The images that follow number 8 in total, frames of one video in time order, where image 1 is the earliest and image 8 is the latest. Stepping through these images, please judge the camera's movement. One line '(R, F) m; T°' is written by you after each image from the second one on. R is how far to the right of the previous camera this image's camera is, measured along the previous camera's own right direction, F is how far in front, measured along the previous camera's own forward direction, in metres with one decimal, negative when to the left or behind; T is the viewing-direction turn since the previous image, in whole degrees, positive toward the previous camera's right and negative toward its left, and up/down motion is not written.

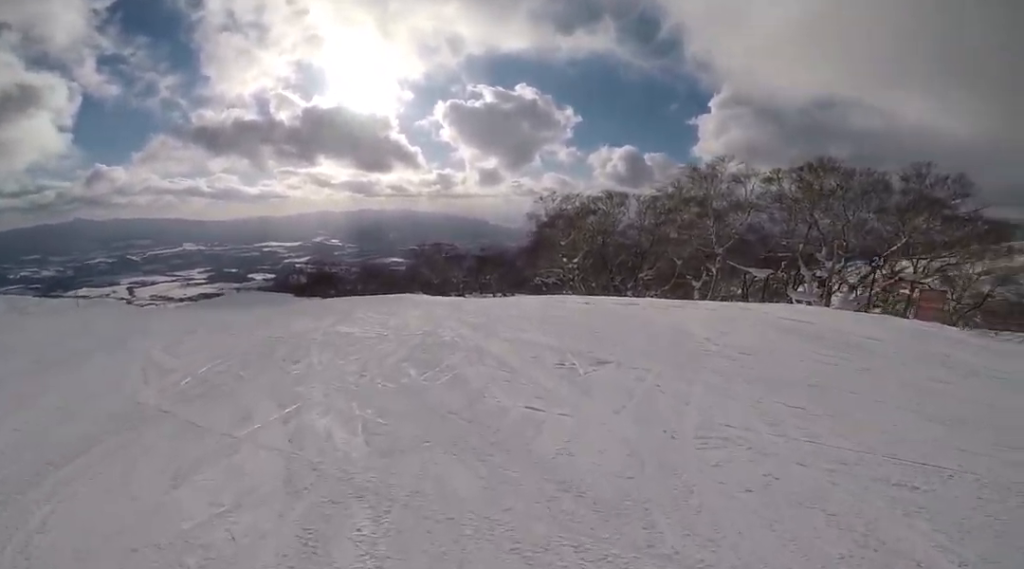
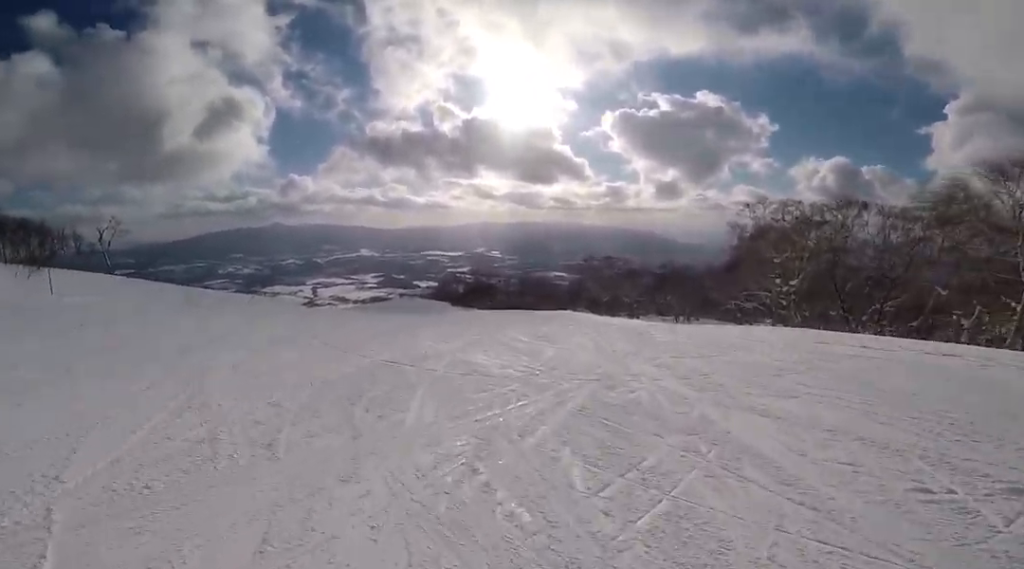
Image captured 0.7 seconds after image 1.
(-0.5, +3.4) m; -11°
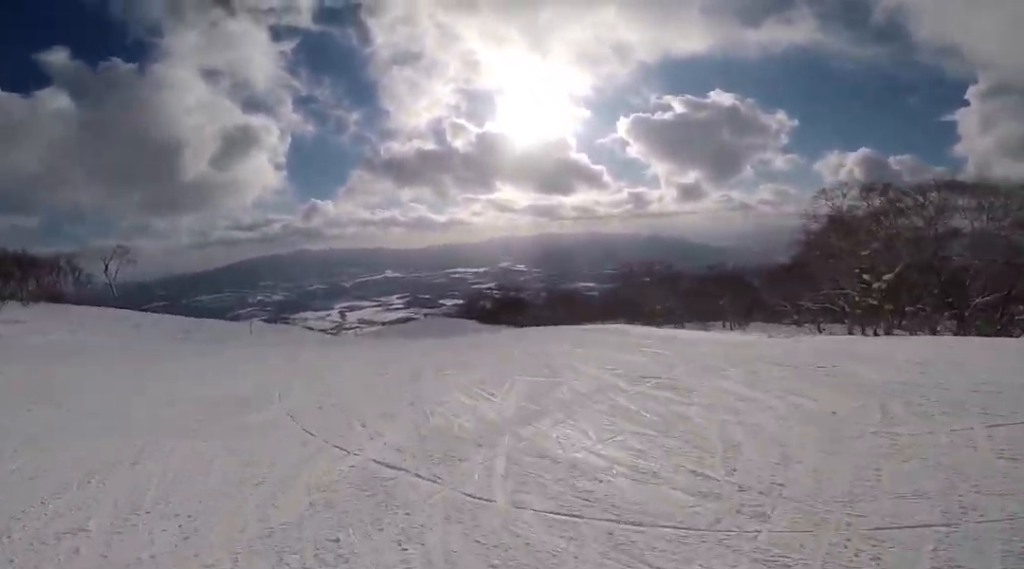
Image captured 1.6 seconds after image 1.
(-0.6, +4.3) m; -11°
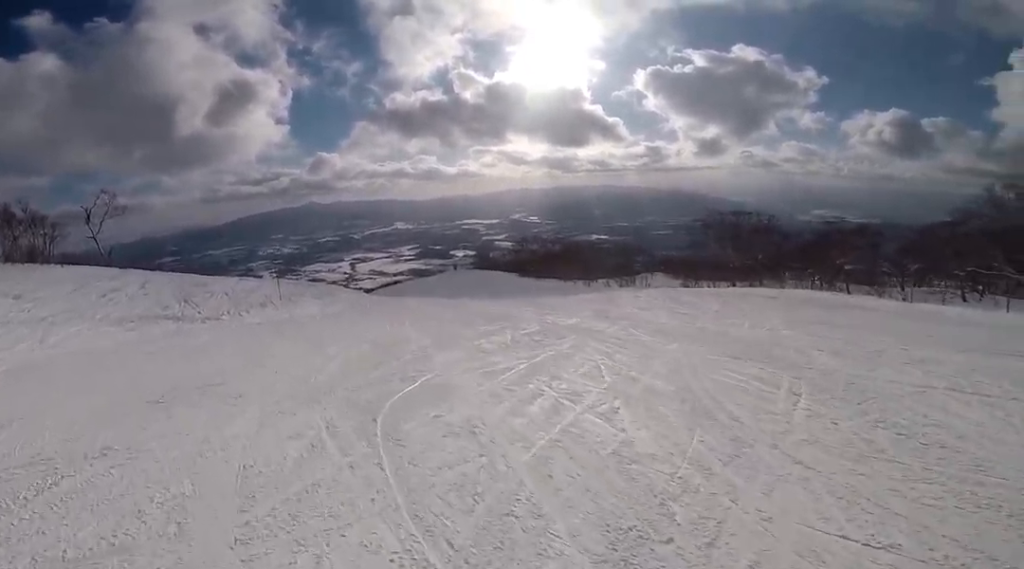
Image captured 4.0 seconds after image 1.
(-3.3, +10.6) m; -1°
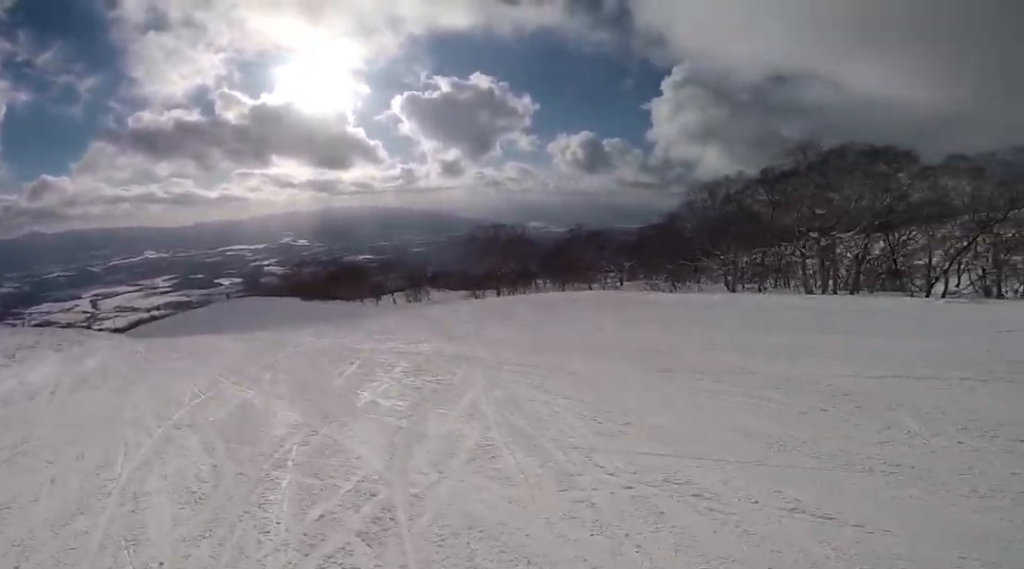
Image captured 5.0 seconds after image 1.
(+2.4, +3.6) m; +39°
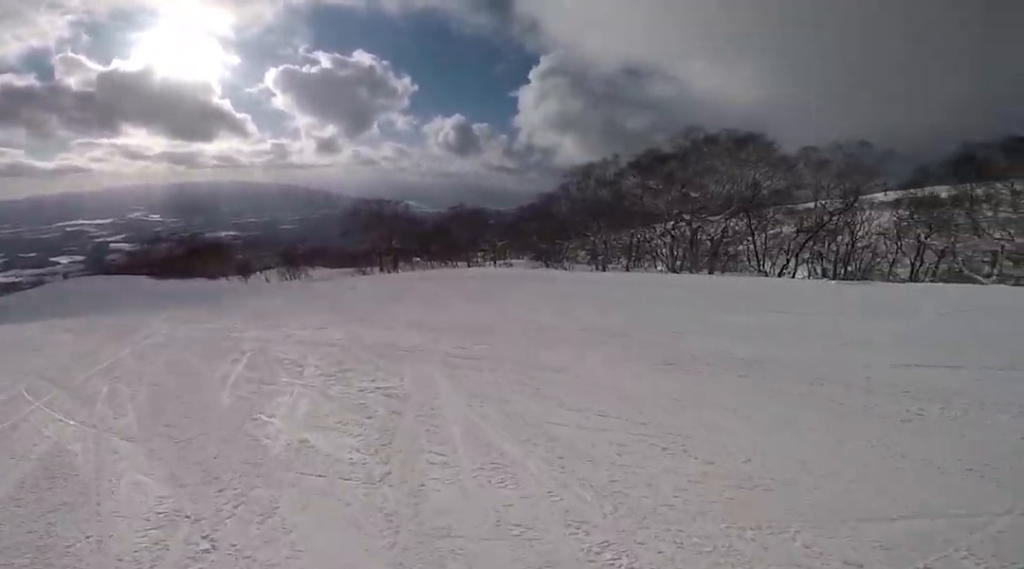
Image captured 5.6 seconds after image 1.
(+0.5, +3.1) m; +7°
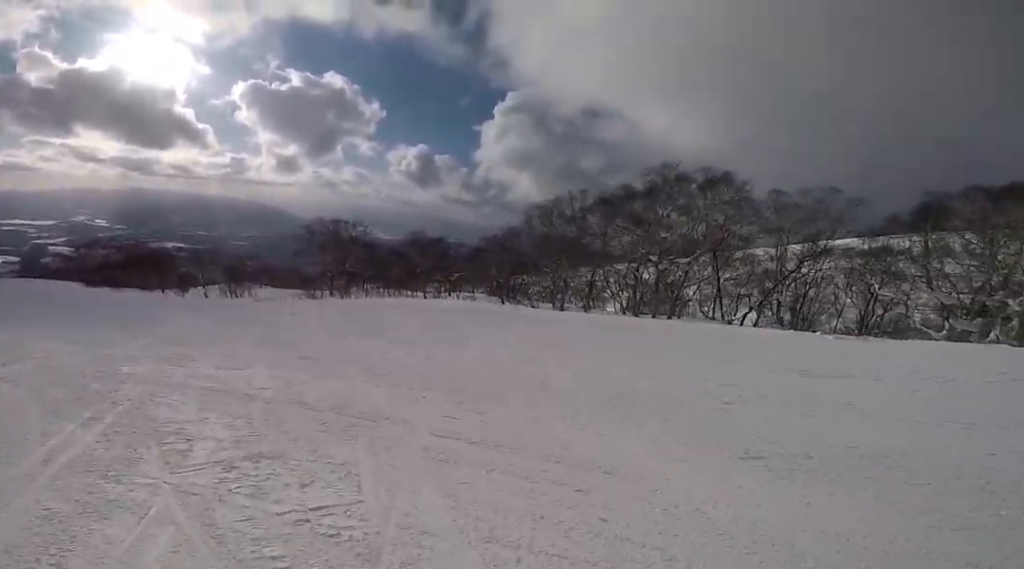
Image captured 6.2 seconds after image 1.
(+0.2, +2.8) m; +5°
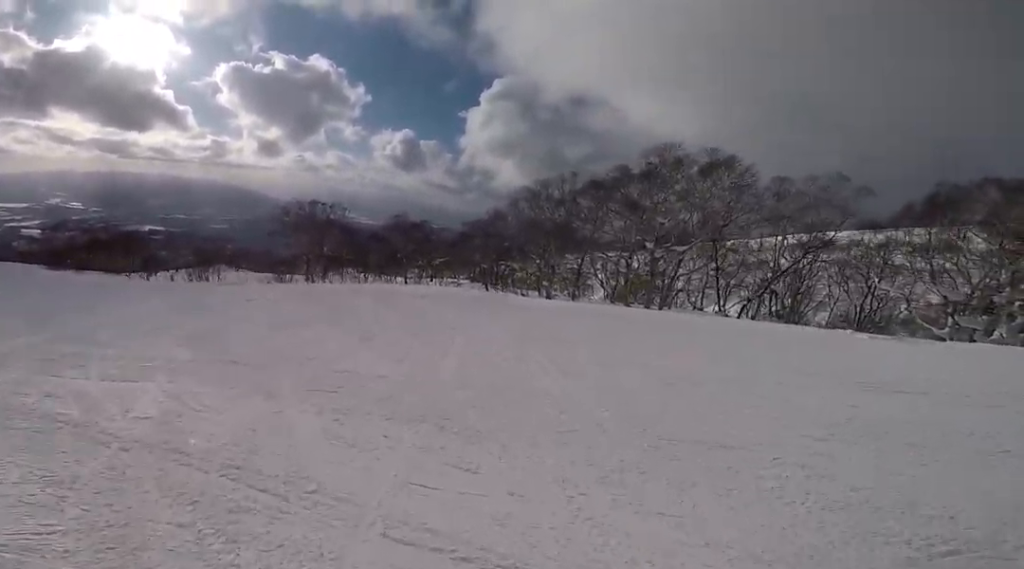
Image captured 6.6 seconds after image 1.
(-0.1, +2.3) m; +7°
